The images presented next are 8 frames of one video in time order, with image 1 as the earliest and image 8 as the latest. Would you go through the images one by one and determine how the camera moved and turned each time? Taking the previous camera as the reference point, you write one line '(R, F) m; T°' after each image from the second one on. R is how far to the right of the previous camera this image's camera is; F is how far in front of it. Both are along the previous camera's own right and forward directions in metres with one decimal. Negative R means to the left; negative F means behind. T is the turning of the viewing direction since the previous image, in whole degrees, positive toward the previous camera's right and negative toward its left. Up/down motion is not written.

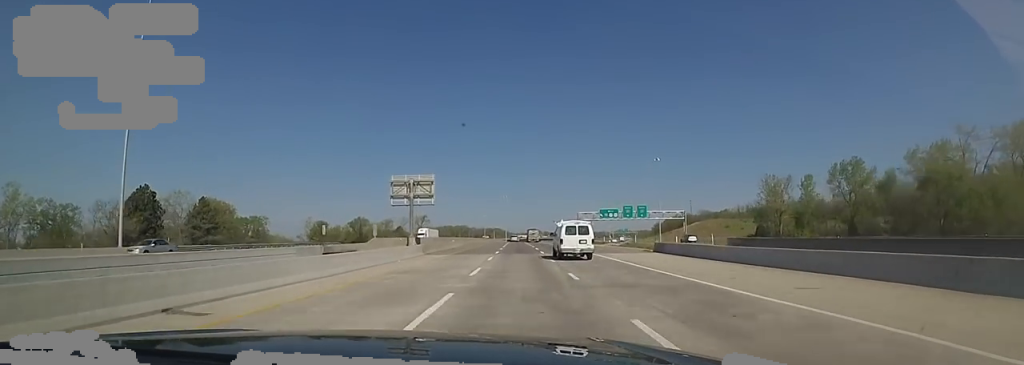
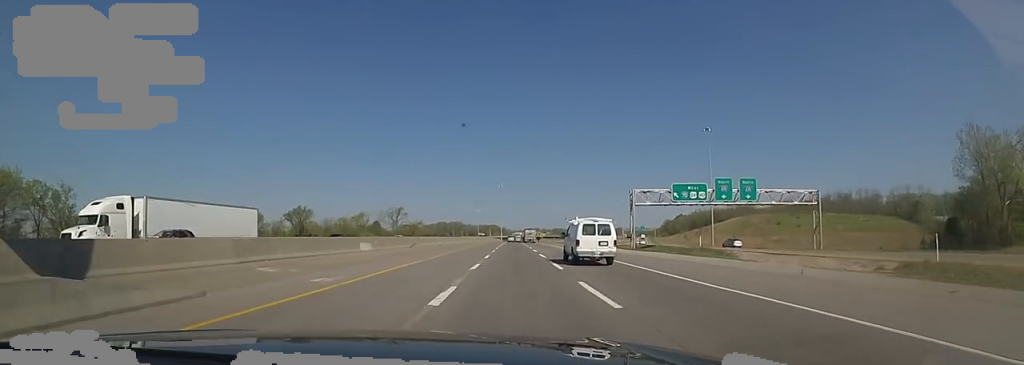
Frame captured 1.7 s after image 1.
(+0.1, +56.3) m; 0°
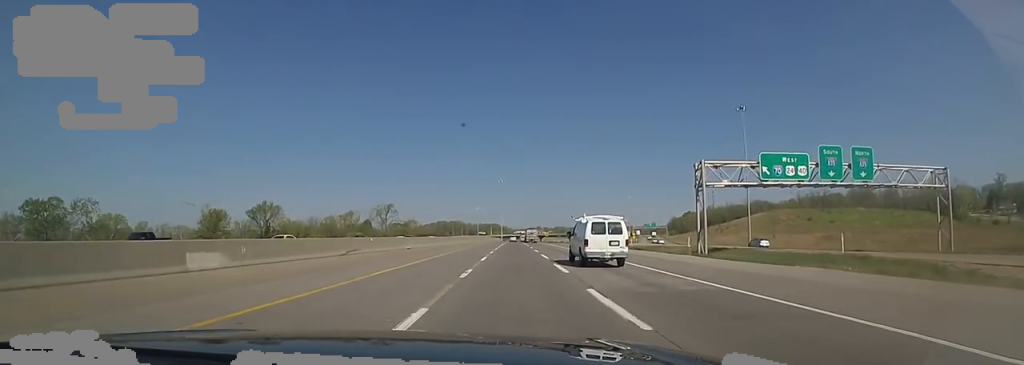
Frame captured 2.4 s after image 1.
(0.0, +22.8) m; 0°
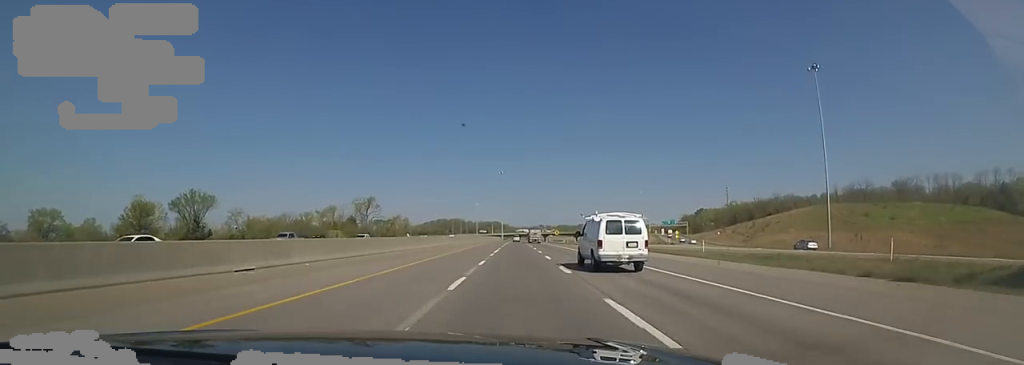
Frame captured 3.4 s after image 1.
(-0.2, +32.7) m; -1°
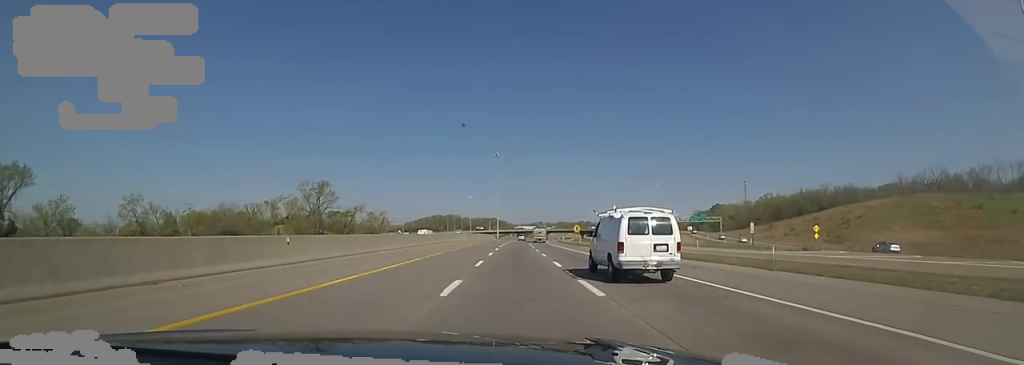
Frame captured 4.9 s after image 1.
(0.0, +47.0) m; +1°
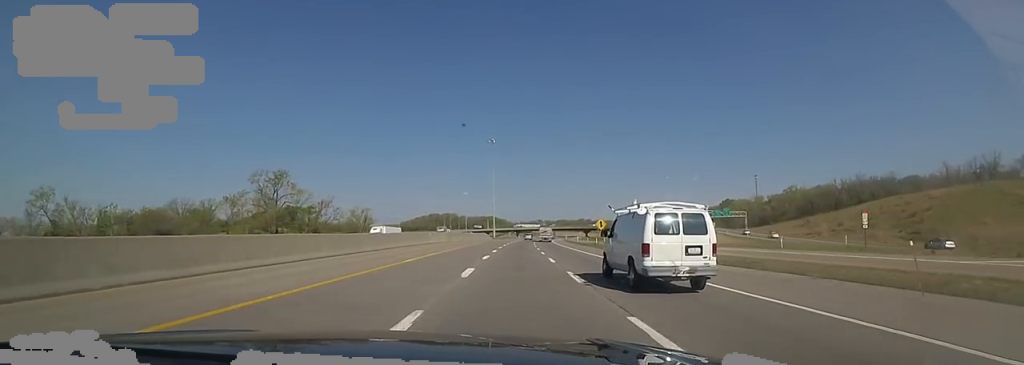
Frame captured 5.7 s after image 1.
(+0.1, +26.1) m; 0°
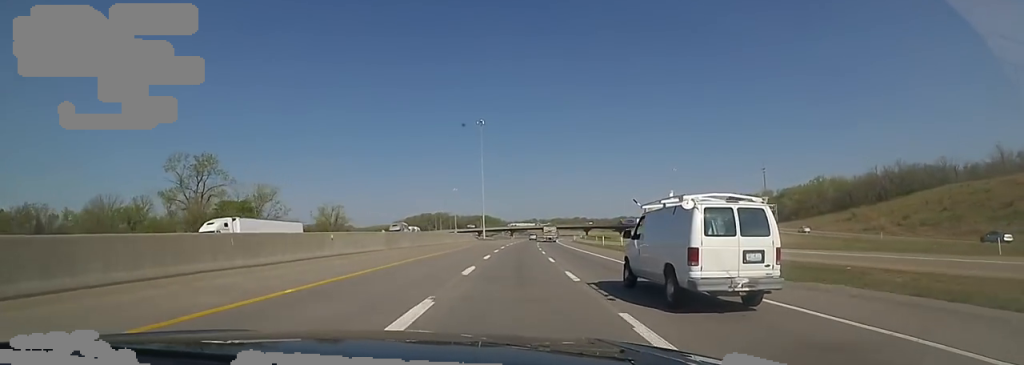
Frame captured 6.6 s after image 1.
(0.0, +29.4) m; +1°
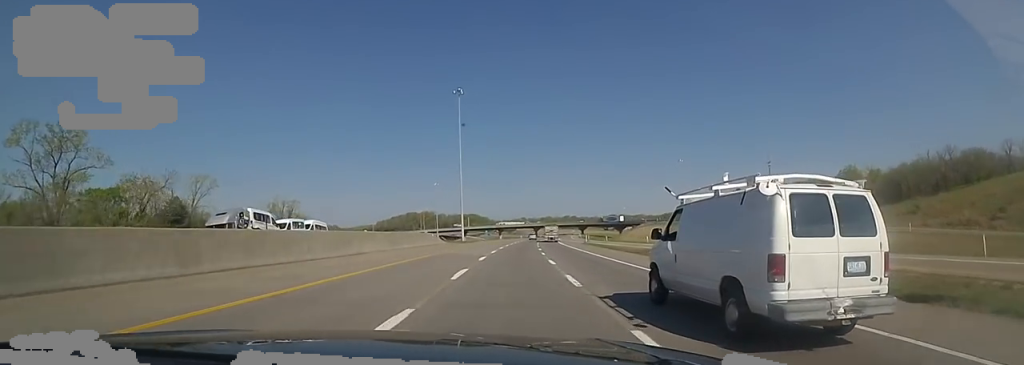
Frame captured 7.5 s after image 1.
(+0.4, +30.5) m; +1°
